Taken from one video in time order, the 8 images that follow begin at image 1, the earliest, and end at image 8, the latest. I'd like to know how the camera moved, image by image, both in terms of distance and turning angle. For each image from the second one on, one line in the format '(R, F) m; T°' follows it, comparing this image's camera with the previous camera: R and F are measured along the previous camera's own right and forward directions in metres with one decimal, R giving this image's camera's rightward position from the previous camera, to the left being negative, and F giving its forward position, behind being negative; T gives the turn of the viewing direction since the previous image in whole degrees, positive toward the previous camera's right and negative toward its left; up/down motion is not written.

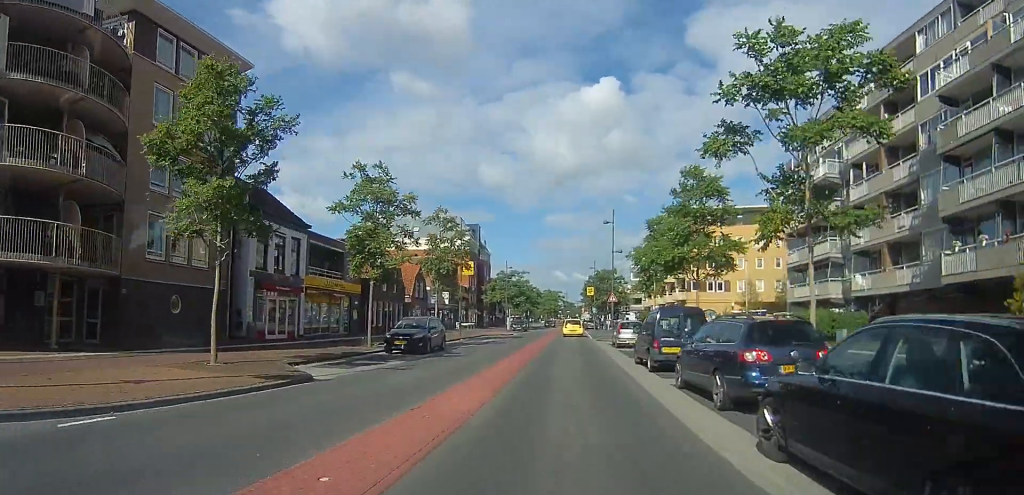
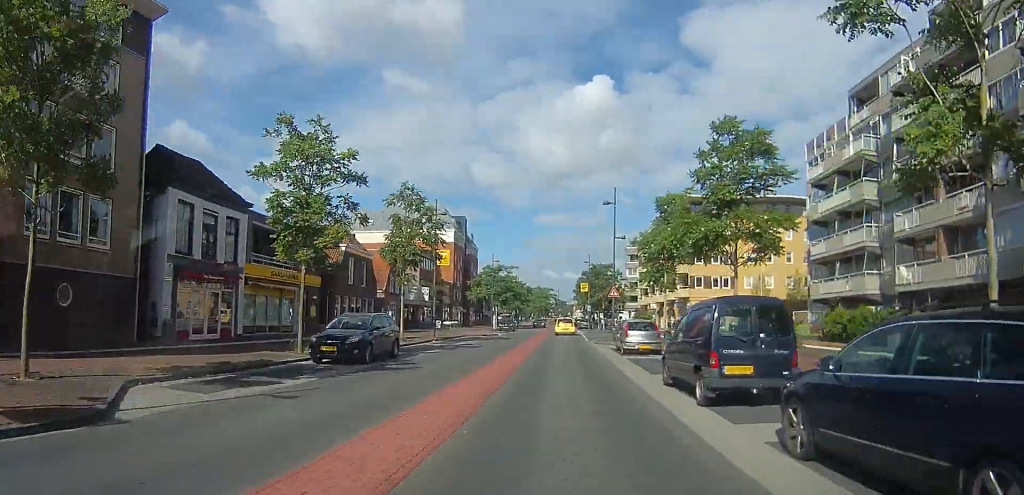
(+0.4, +5.6) m; +3°
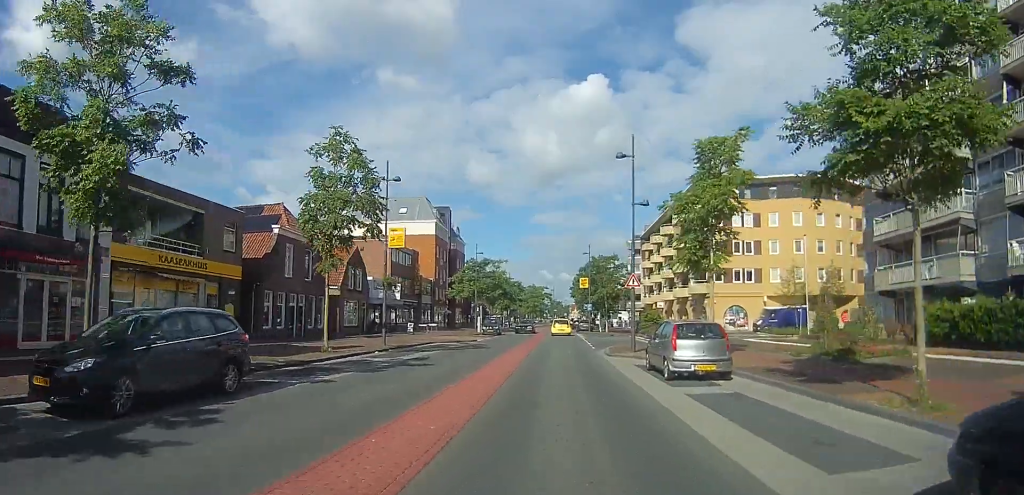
(+0.1, +9.1) m; 0°
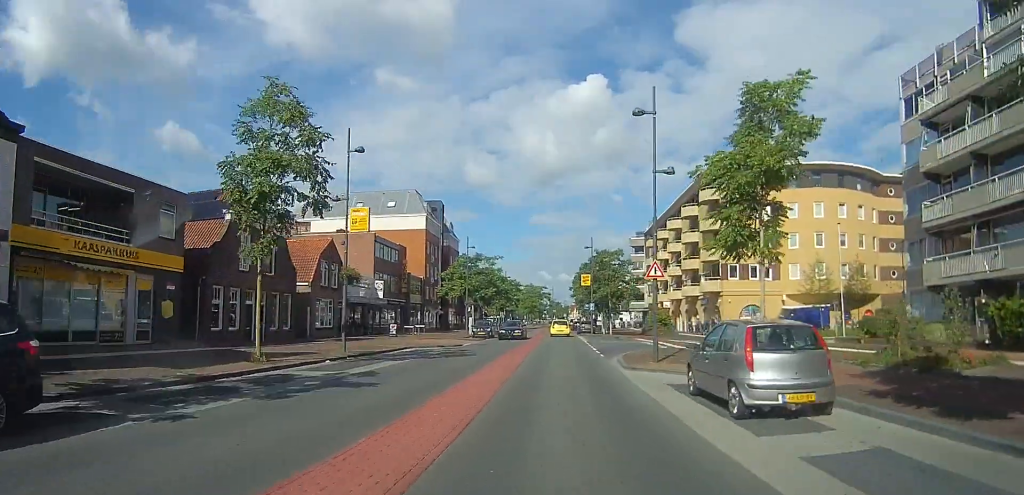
(-0.6, +4.9) m; +1°
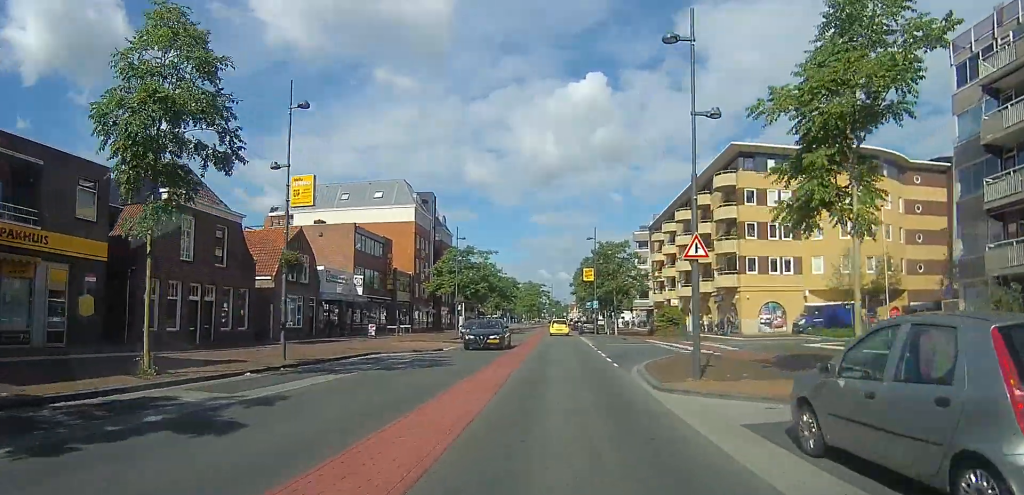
(+0.7, +4.8) m; +5°
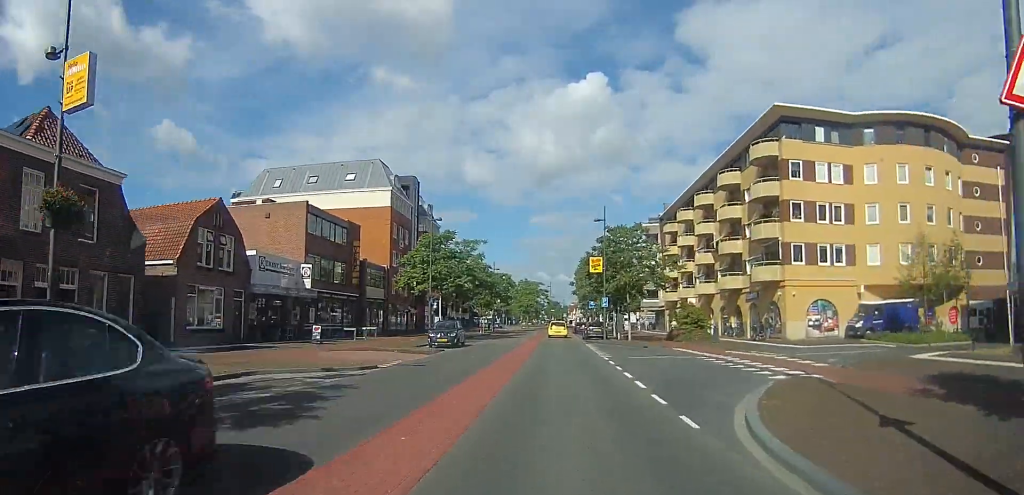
(+0.6, +8.9) m; -3°
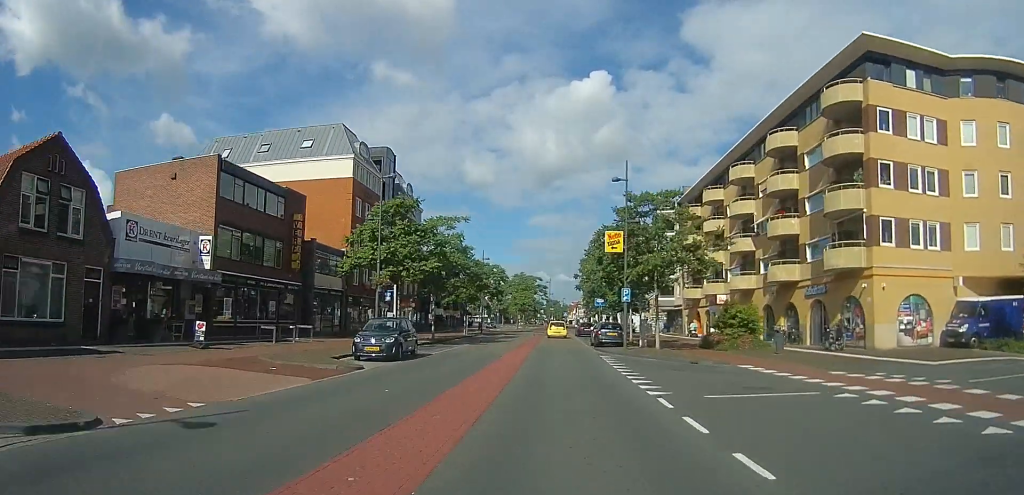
(-1.4, +10.1) m; -3°
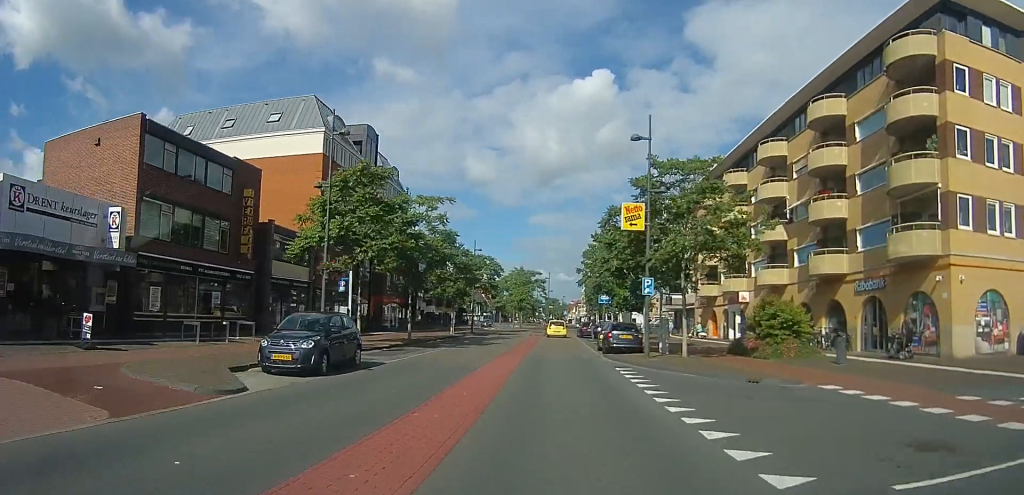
(+0.6, +5.7) m; 0°
